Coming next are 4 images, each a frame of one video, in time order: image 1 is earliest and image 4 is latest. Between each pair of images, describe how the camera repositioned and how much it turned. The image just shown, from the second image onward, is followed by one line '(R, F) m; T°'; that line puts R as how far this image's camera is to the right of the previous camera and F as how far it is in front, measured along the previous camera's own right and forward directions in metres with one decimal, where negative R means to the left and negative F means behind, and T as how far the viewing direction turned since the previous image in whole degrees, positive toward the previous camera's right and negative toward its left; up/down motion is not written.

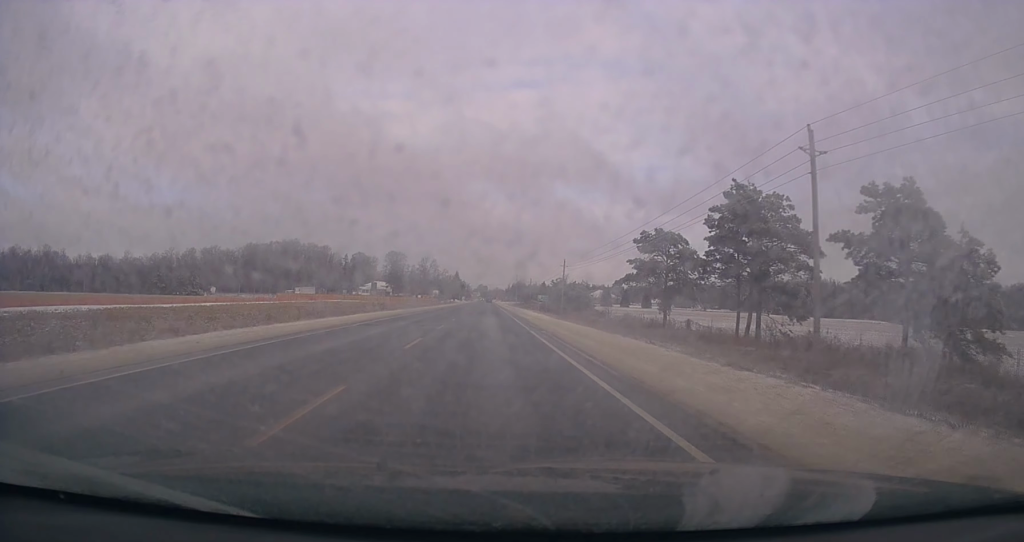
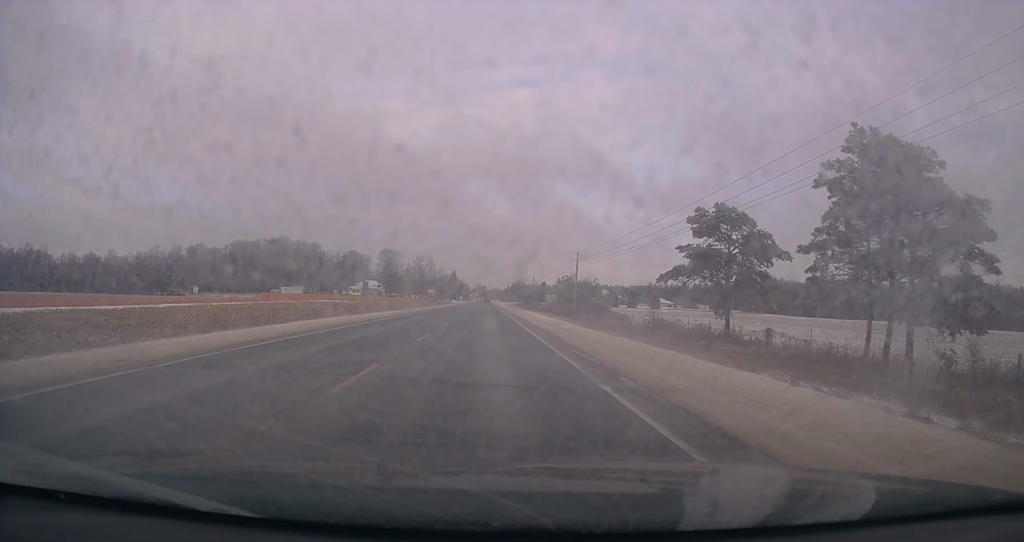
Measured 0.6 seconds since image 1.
(-0.1, +15.7) m; 0°
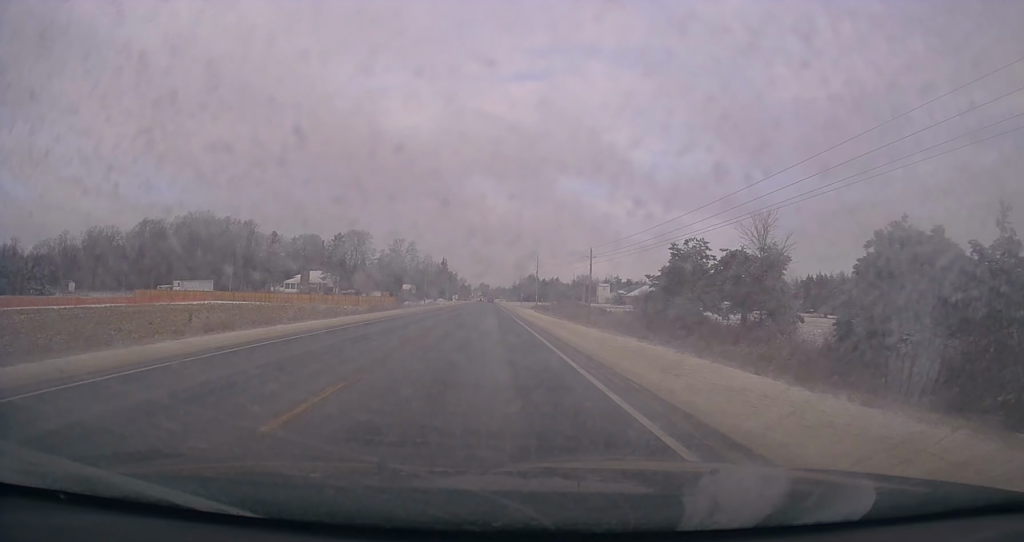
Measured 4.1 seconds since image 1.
(-0.5, +84.0) m; -1°
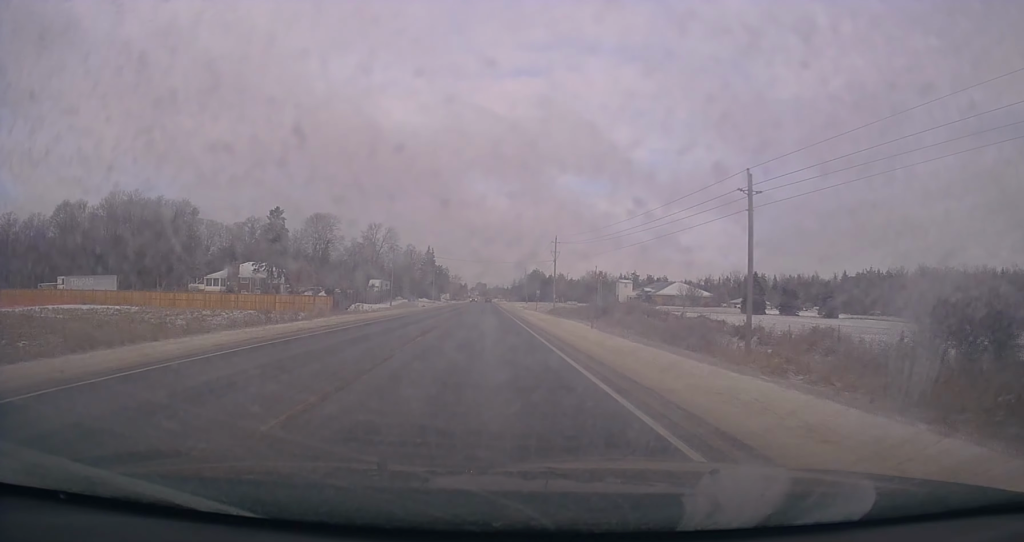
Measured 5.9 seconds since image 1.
(+0.6, +45.6) m; +1°
